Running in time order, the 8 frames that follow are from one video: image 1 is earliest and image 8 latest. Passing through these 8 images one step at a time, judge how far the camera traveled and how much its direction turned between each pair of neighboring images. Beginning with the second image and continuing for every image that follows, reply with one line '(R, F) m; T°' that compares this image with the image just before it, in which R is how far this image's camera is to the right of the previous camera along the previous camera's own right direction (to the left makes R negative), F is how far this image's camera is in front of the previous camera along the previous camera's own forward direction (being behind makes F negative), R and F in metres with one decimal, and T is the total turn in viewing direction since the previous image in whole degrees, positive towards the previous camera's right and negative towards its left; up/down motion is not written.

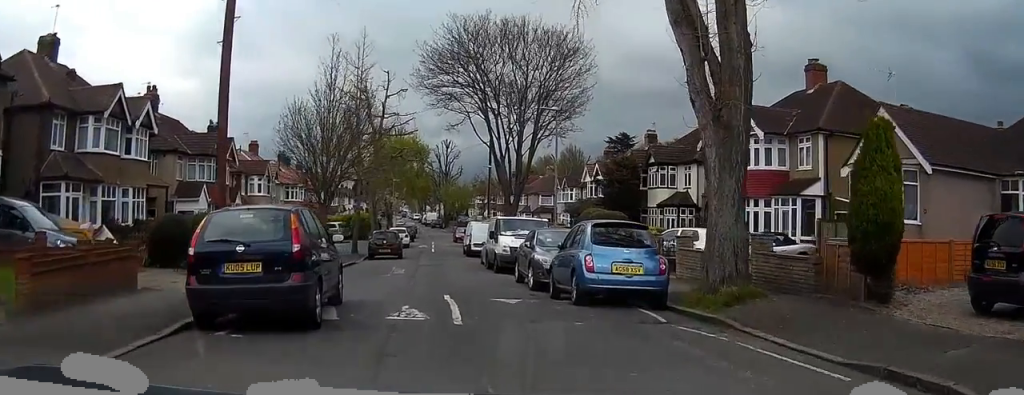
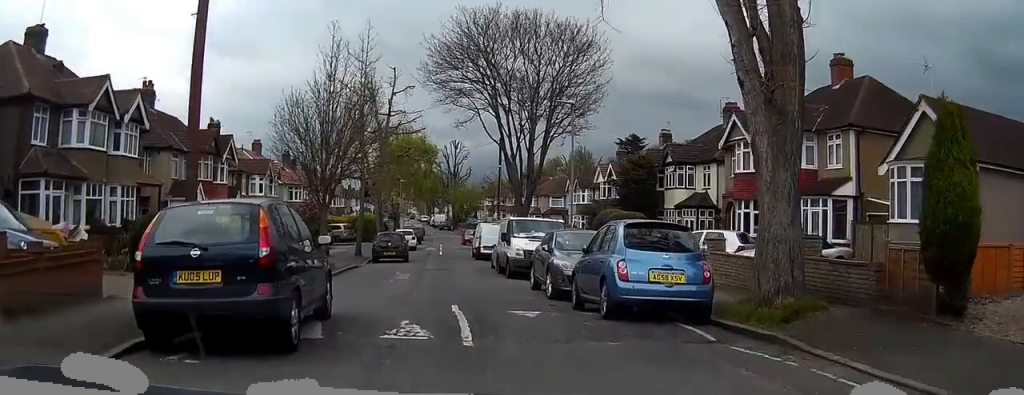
(0.0, +1.9) m; -1°
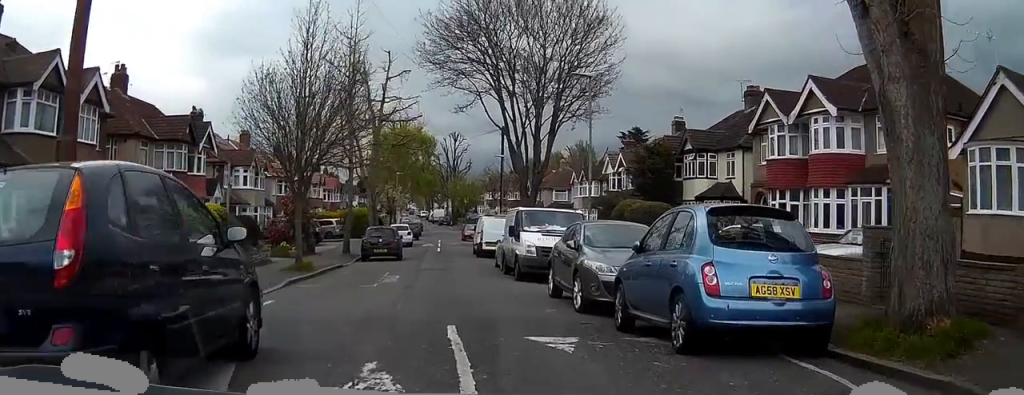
(-0.1, +3.7) m; -1°
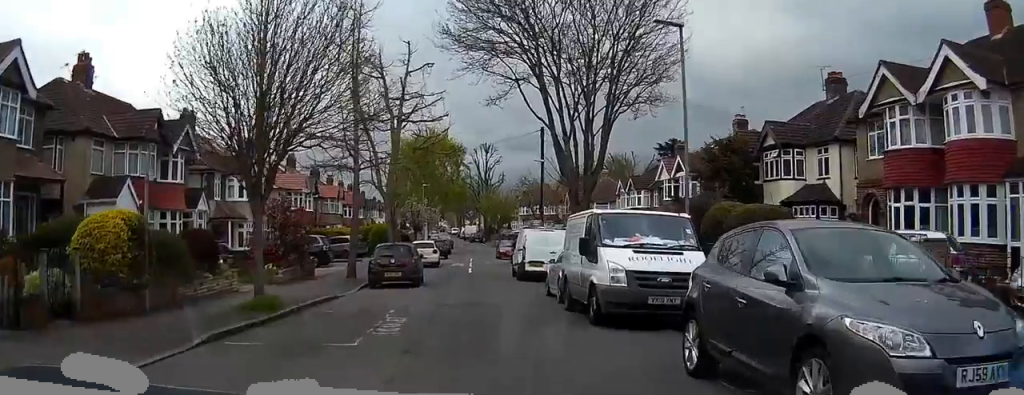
(+0.2, +7.2) m; +6°
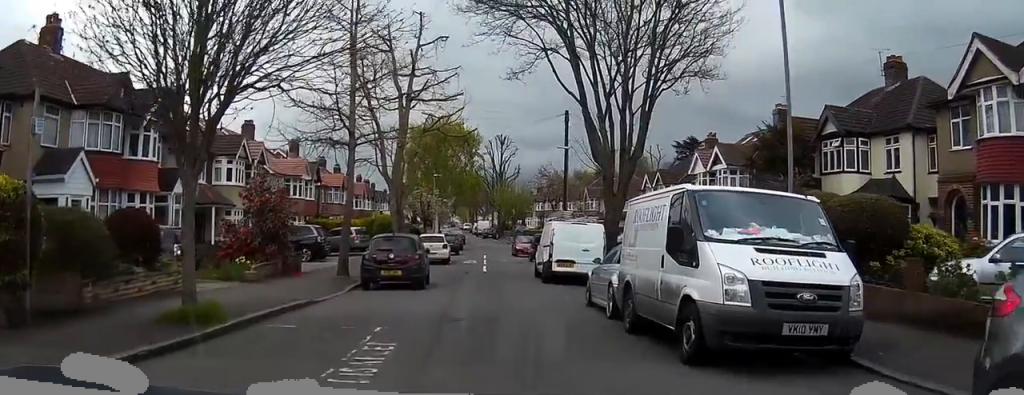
(+0.4, +5.1) m; +7°
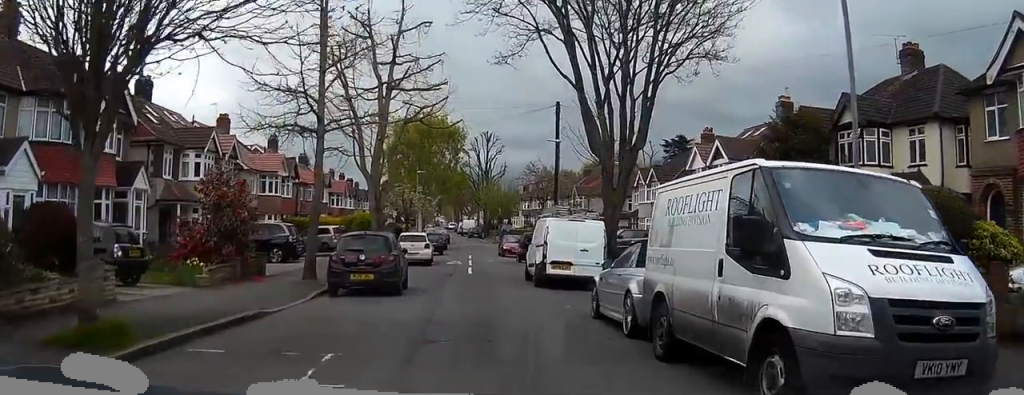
(0.0, +3.0) m; -1°
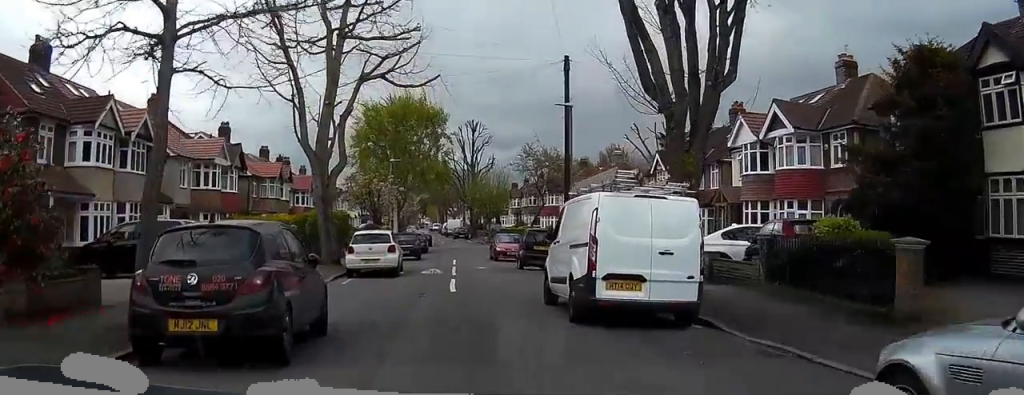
(-0.8, +10.4) m; -9°
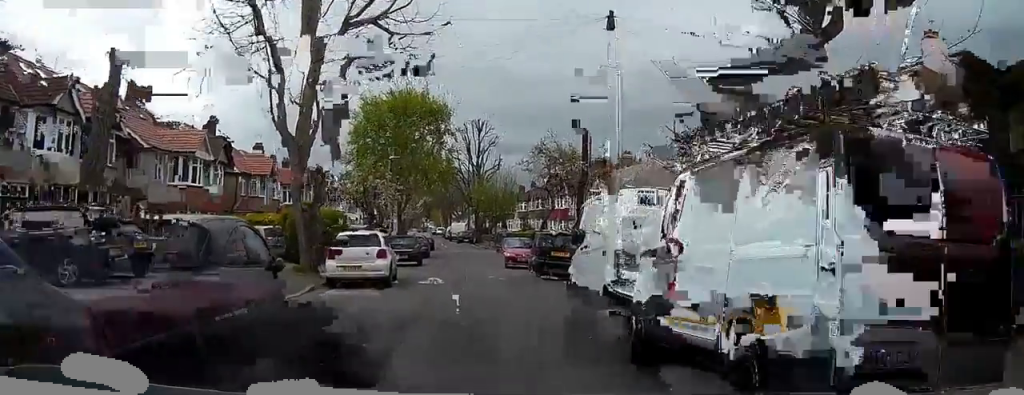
(-0.2, +6.9) m; -2°
